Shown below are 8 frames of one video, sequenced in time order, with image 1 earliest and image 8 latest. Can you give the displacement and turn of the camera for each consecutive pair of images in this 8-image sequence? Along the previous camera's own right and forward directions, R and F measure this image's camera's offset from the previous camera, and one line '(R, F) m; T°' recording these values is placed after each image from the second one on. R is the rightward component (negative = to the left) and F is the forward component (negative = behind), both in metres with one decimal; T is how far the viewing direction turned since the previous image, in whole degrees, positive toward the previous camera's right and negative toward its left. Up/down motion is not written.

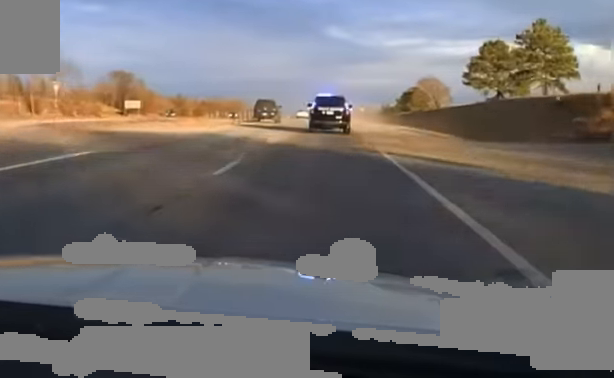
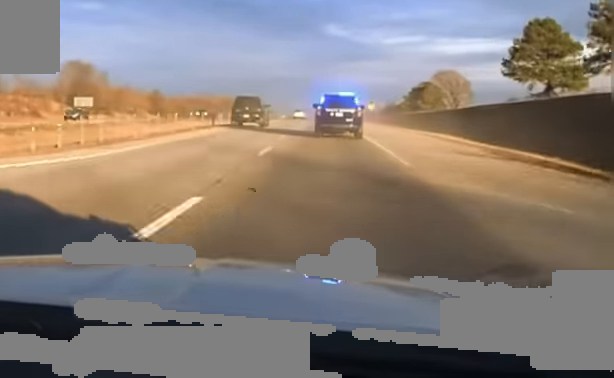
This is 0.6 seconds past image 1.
(-0.2, +30.1) m; 0°
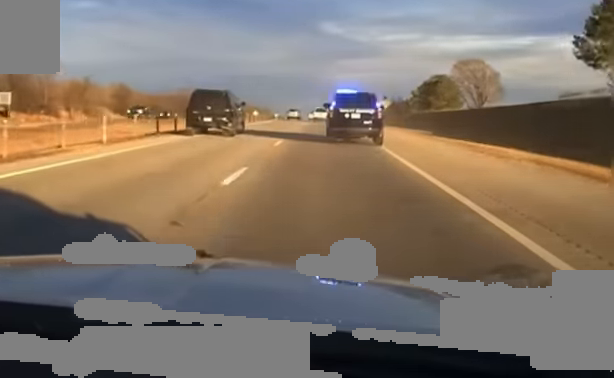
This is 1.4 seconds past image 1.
(+0.4, +32.8) m; +1°
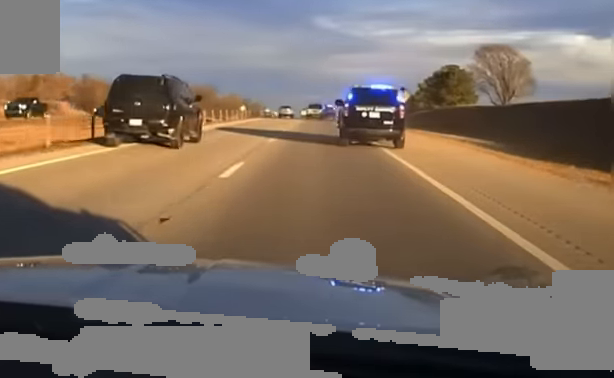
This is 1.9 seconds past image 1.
(+0.1, +23.1) m; 0°
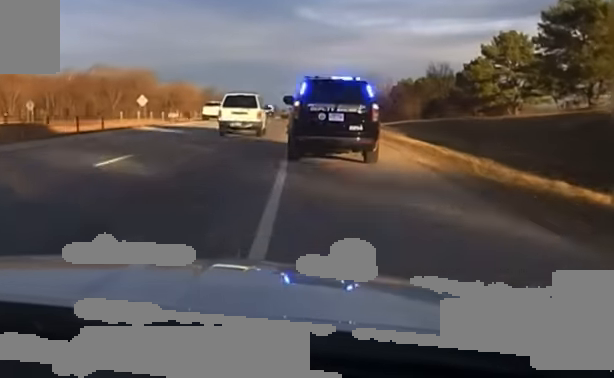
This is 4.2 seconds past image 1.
(+1.0, +99.3) m; +2°
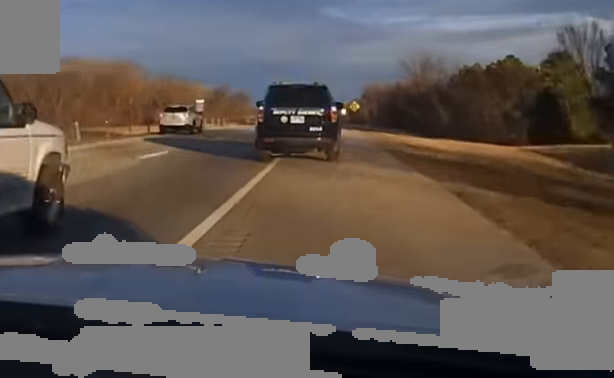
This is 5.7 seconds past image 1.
(+0.1, +56.8) m; -1°
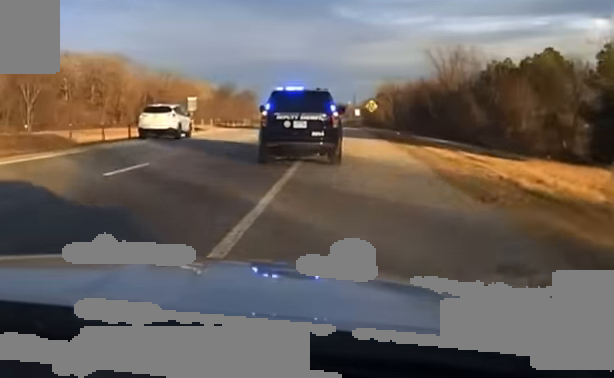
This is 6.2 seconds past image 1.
(-0.1, +16.8) m; -1°
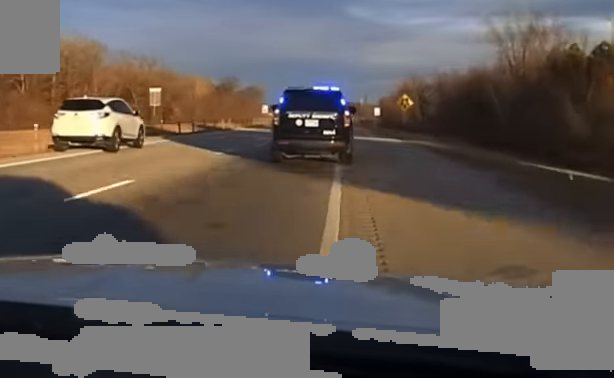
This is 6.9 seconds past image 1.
(-0.4, +27.9) m; -1°
